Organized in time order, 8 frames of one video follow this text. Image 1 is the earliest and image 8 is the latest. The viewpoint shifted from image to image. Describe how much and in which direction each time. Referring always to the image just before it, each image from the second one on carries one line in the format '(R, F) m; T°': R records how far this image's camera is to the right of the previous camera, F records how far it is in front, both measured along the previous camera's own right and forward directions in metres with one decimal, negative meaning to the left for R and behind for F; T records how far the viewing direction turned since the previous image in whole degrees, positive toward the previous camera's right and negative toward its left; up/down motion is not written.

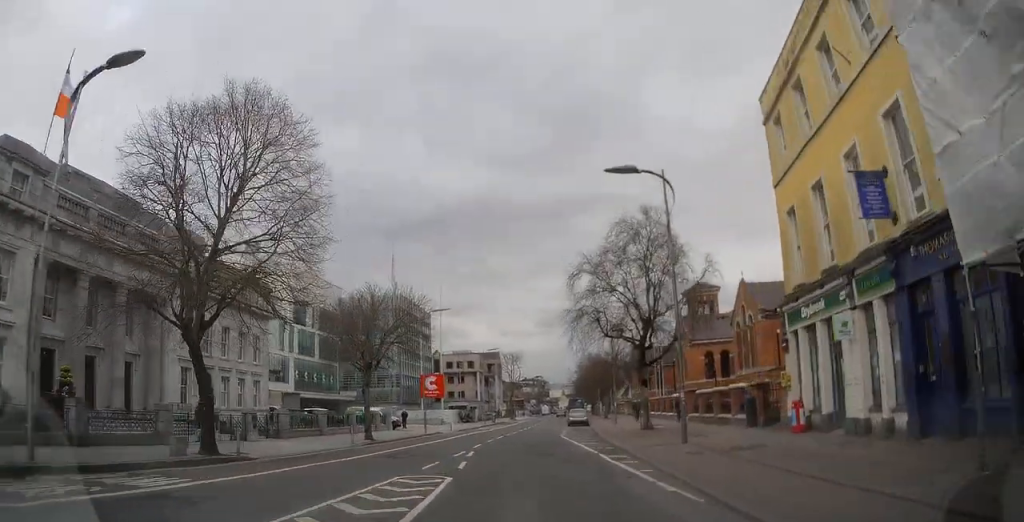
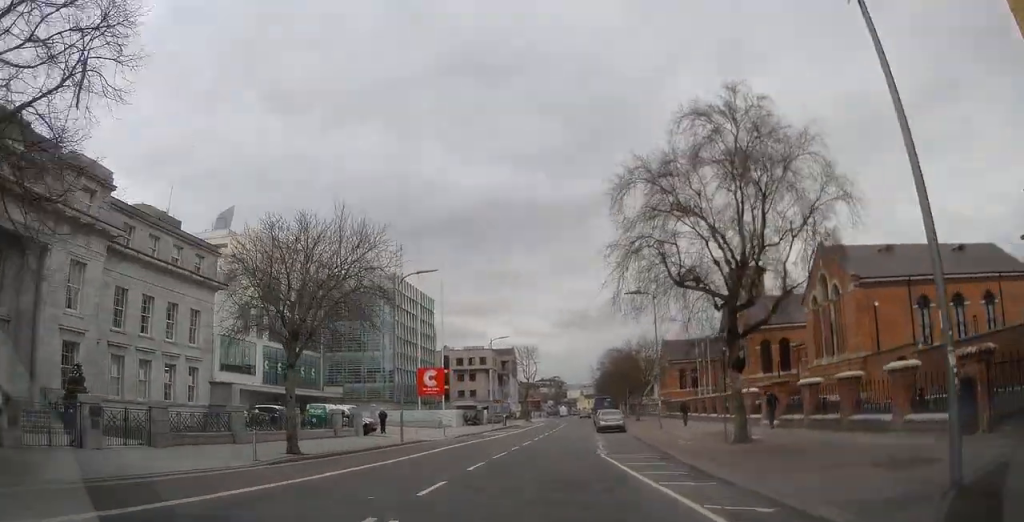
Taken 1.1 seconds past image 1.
(0.0, +12.2) m; 0°
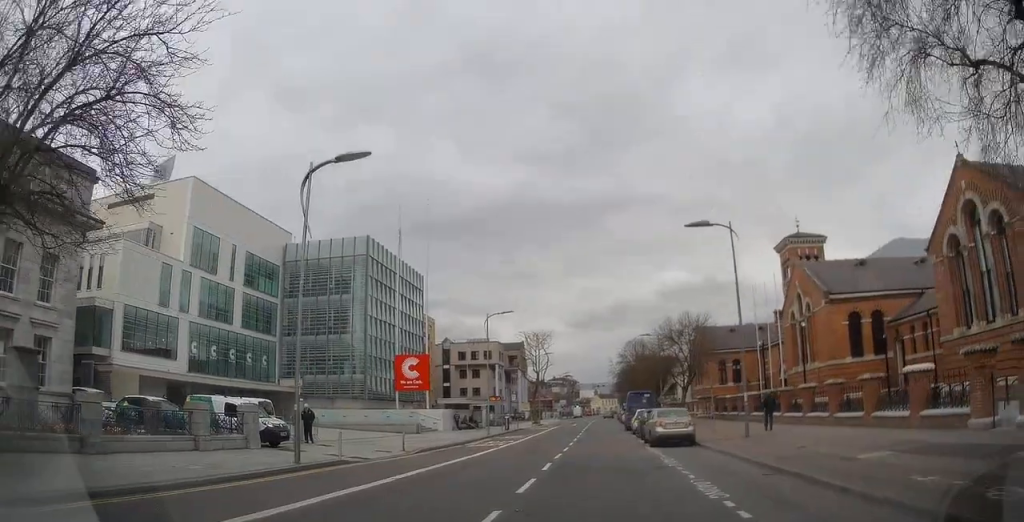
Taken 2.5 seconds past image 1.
(0.0, +14.7) m; +1°
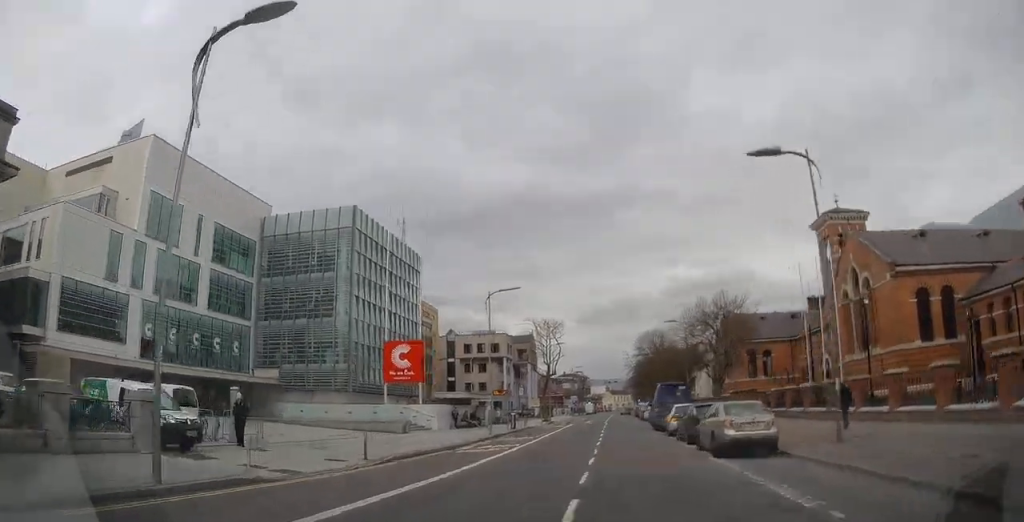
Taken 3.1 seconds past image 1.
(0.0, +7.2) m; +1°
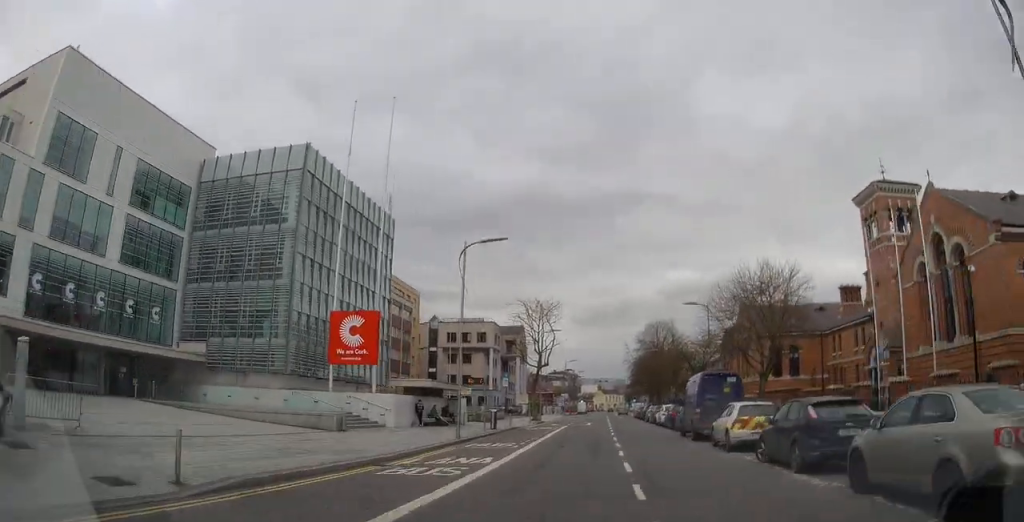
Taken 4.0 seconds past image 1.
(+0.1, +10.0) m; +1°
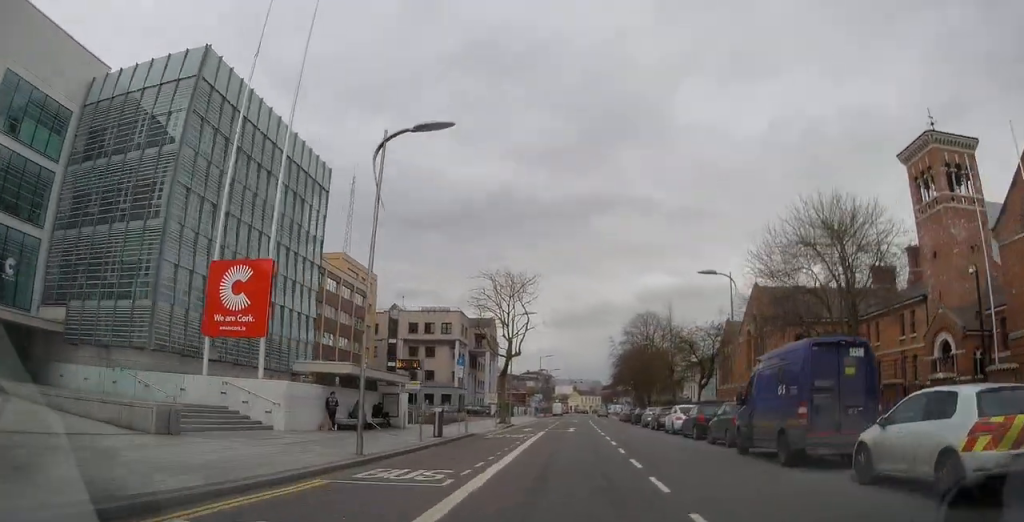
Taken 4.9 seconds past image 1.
(+0.1, +11.3) m; 0°
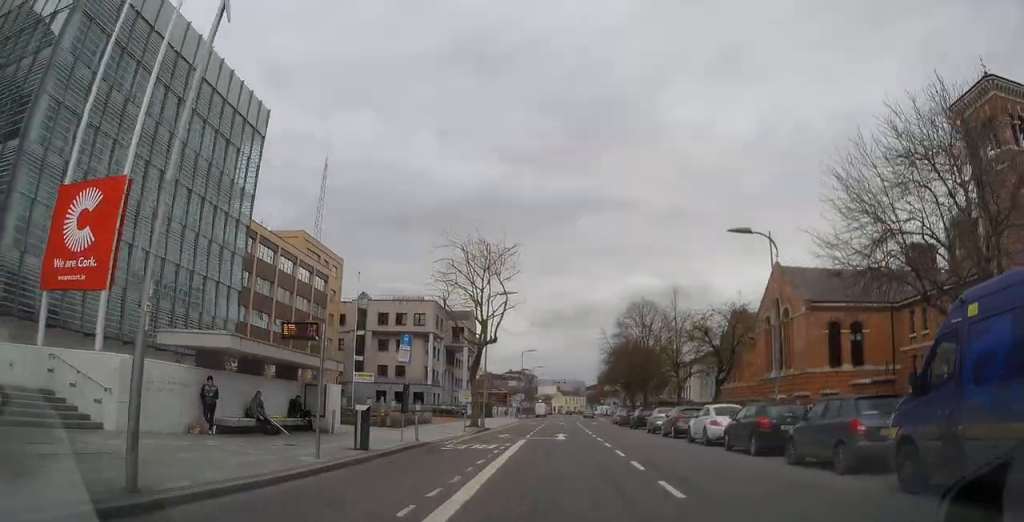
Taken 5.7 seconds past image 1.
(-0.2, +8.7) m; +1°
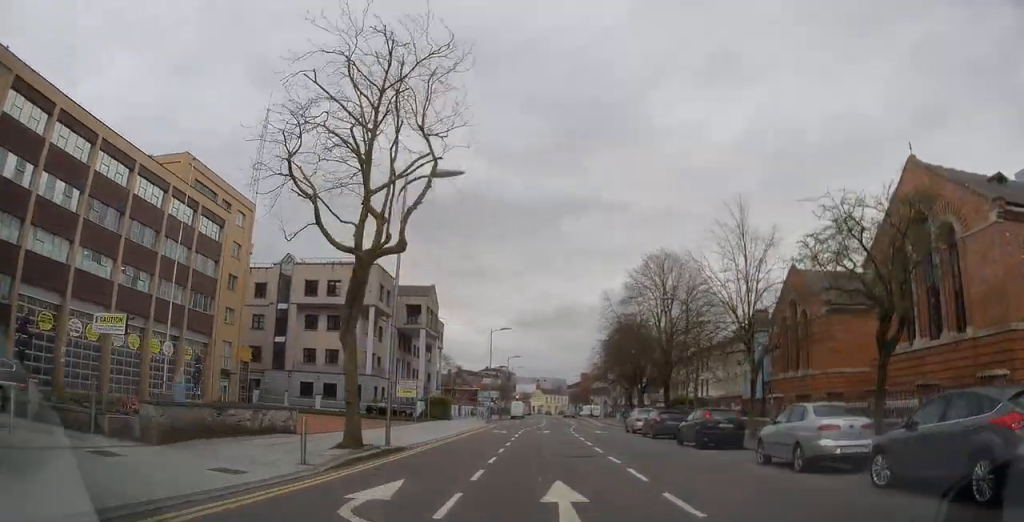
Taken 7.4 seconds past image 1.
(+0.6, +21.8) m; +2°
